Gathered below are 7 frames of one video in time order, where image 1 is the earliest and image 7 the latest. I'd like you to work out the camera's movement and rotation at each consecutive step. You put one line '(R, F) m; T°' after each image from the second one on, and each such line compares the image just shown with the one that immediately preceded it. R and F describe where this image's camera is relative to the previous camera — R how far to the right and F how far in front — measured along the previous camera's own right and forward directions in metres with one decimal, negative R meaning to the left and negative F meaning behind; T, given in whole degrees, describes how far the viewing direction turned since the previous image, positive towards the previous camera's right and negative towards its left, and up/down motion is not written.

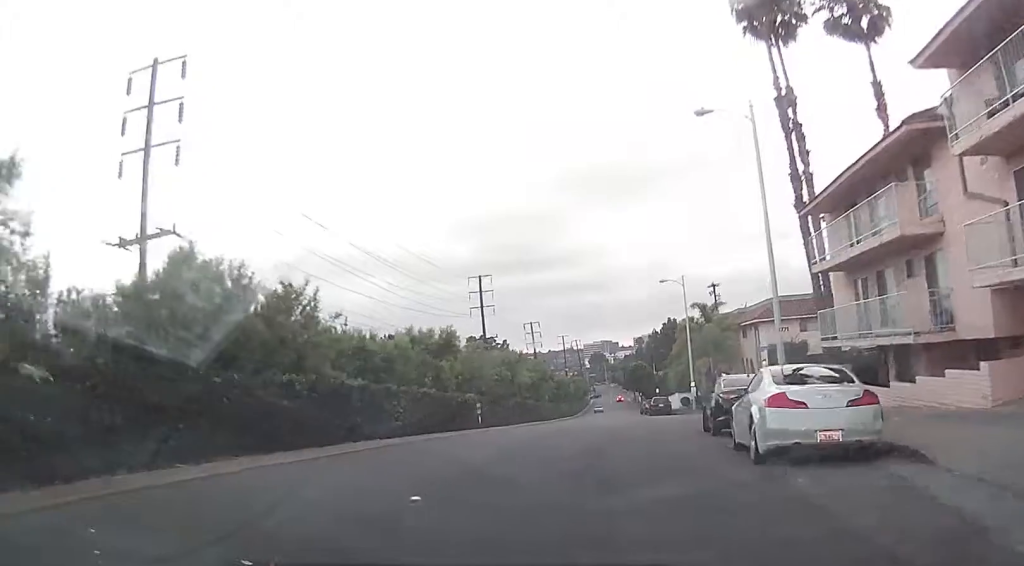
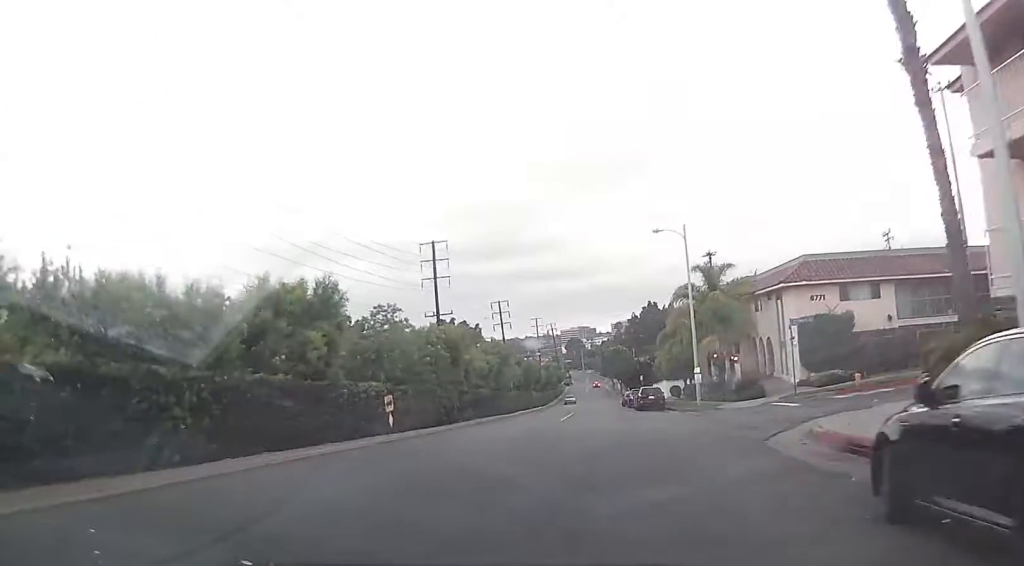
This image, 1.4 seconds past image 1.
(0.0, +15.2) m; +1°
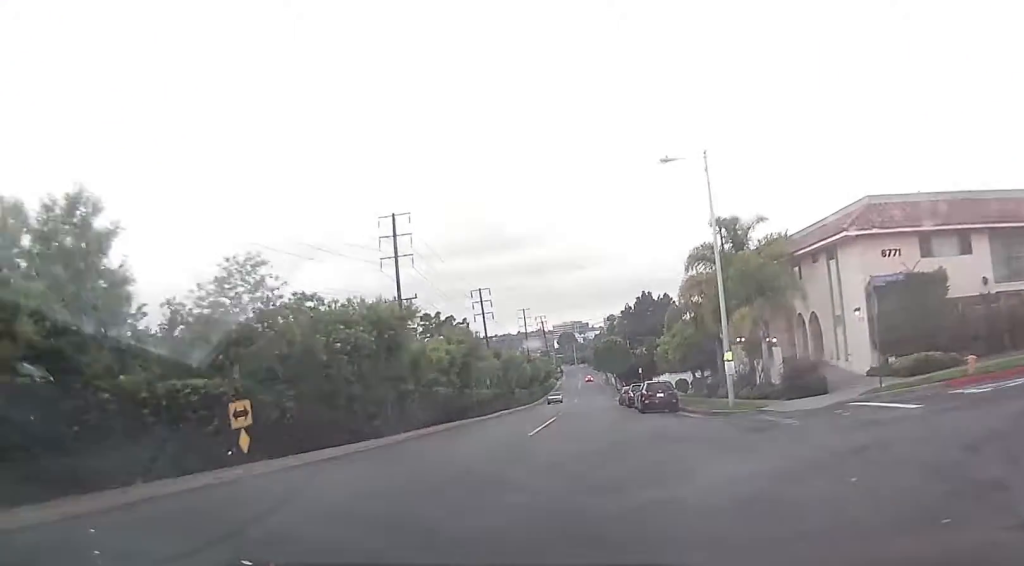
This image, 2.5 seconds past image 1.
(+0.1, +12.8) m; +1°
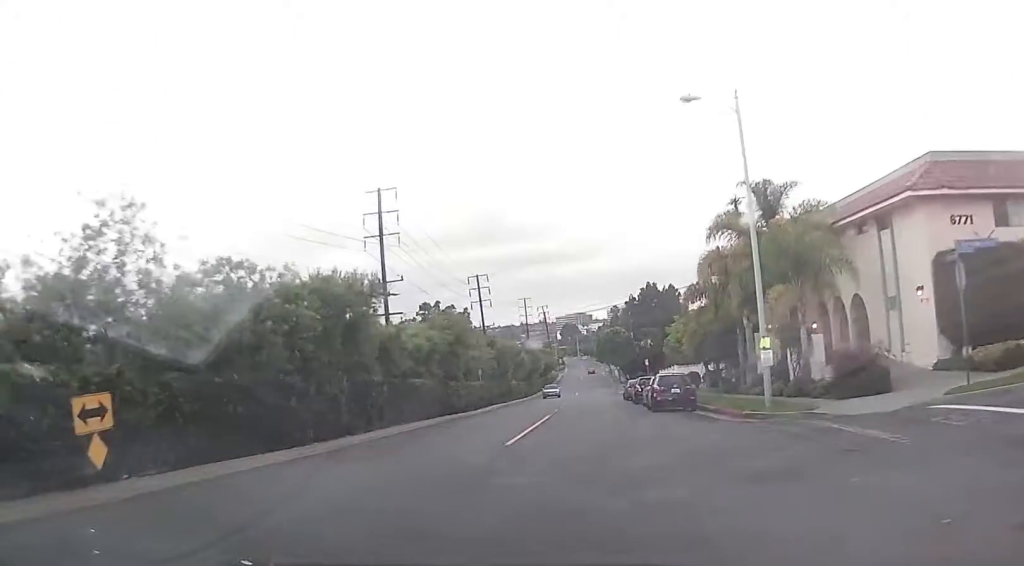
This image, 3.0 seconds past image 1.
(0.0, +6.2) m; 0°
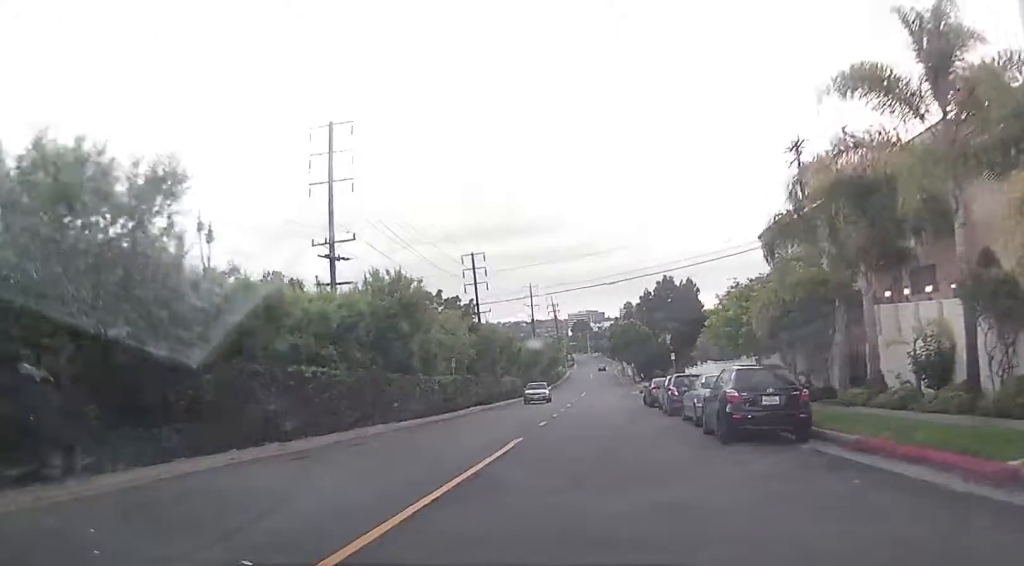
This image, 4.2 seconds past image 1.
(+0.1, +15.9) m; 0°
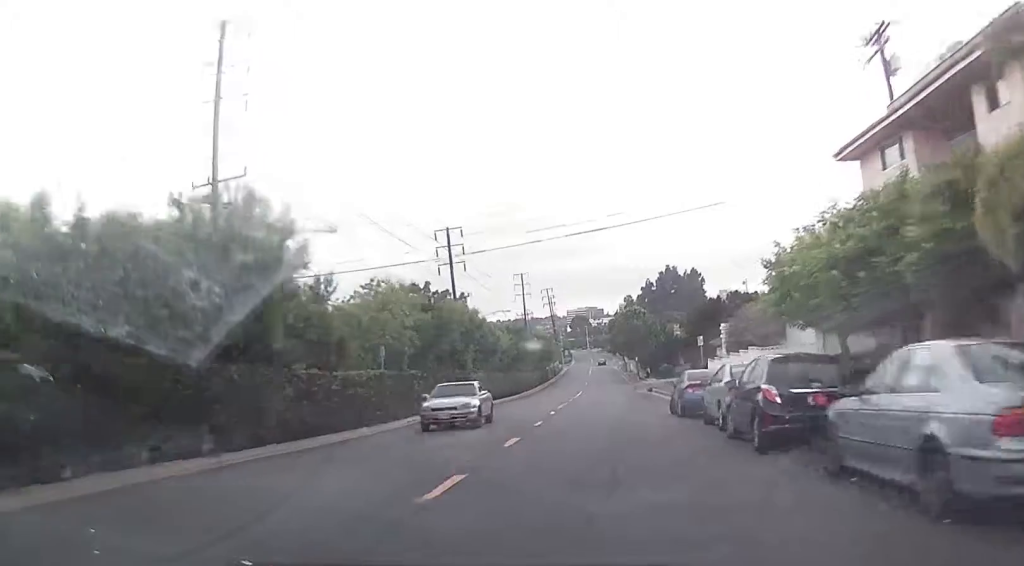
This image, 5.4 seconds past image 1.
(-0.3, +15.7) m; -1°
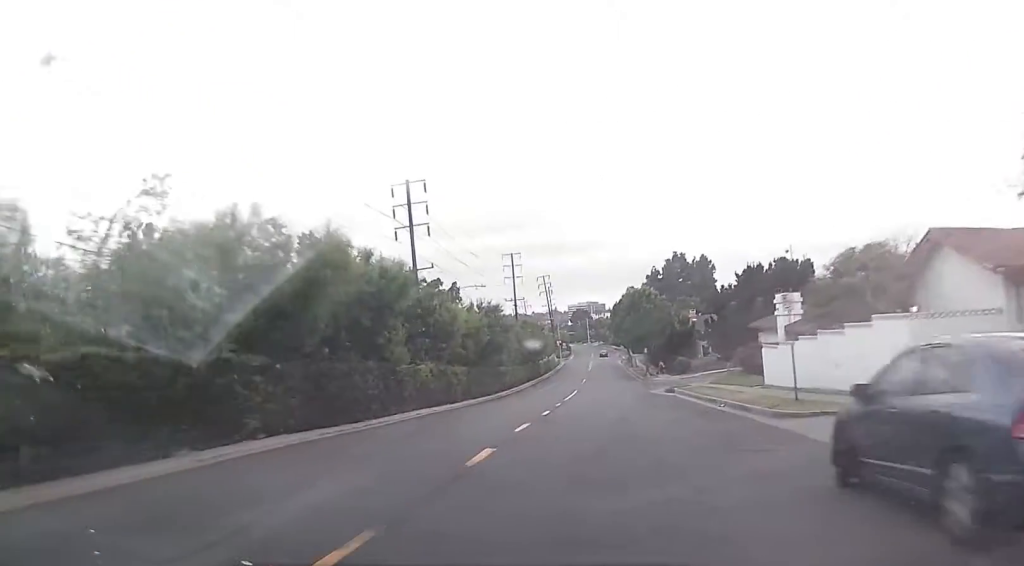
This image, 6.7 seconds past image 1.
(+0.2, +18.6) m; +2°
